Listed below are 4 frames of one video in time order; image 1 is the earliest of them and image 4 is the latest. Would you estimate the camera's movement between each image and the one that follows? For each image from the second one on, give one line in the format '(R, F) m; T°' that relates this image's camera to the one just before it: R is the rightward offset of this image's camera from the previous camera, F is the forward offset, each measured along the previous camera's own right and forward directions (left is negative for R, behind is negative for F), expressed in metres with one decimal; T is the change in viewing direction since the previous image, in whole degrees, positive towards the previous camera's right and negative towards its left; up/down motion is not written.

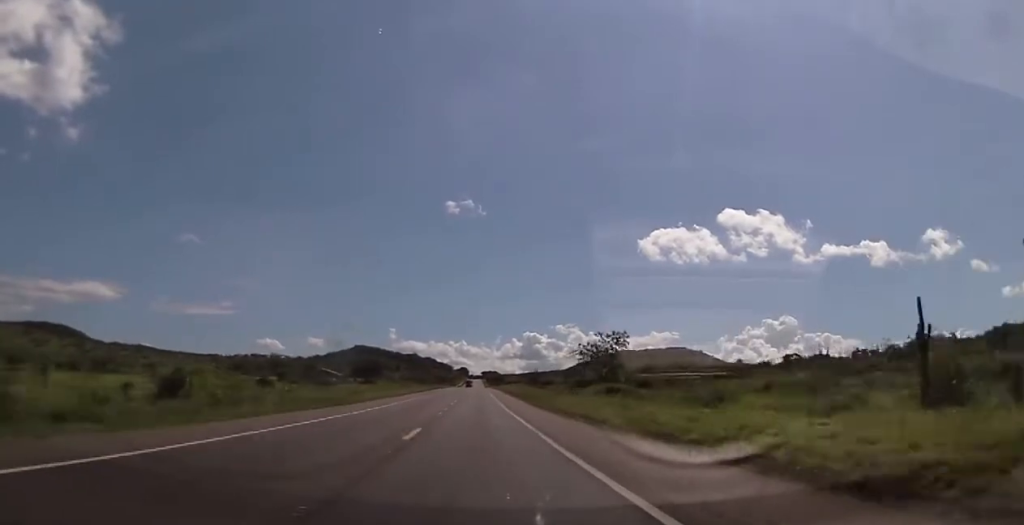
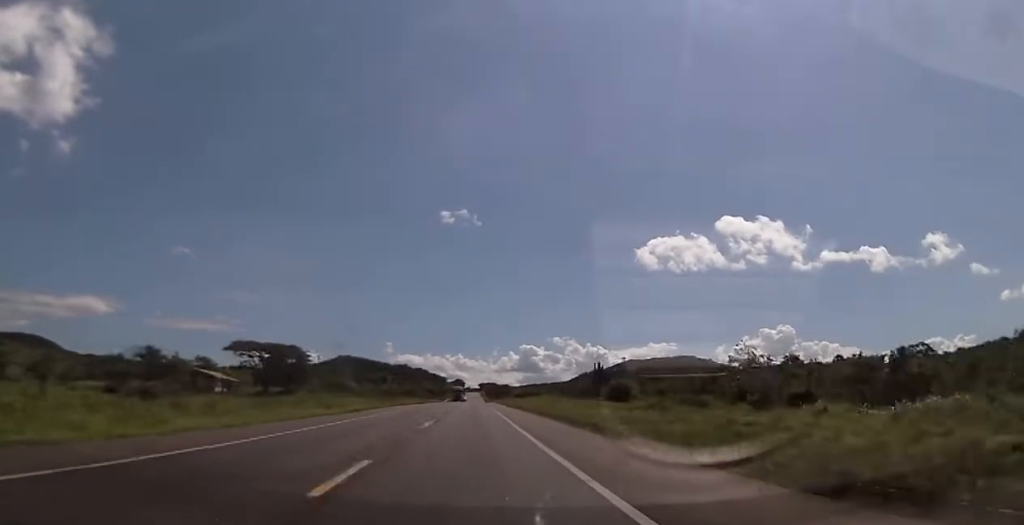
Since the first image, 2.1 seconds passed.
(-1.0, +74.4) m; 0°
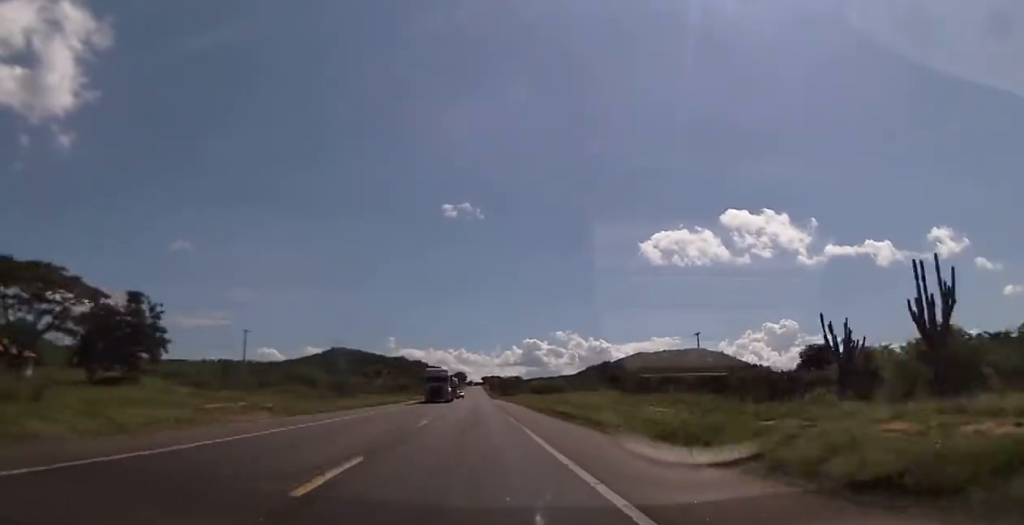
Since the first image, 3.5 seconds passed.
(+0.7, +50.4) m; 0°
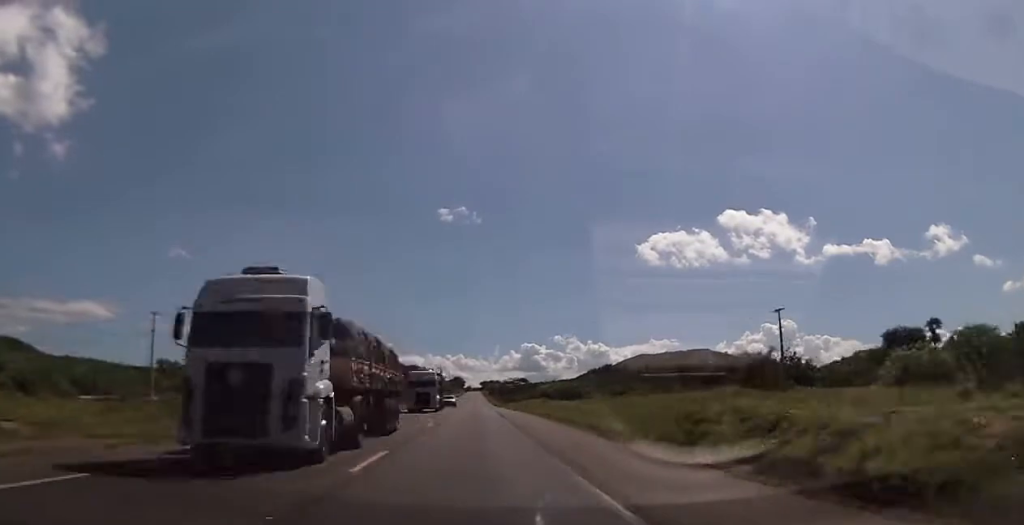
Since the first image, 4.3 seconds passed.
(-0.2, +29.9) m; -1°
